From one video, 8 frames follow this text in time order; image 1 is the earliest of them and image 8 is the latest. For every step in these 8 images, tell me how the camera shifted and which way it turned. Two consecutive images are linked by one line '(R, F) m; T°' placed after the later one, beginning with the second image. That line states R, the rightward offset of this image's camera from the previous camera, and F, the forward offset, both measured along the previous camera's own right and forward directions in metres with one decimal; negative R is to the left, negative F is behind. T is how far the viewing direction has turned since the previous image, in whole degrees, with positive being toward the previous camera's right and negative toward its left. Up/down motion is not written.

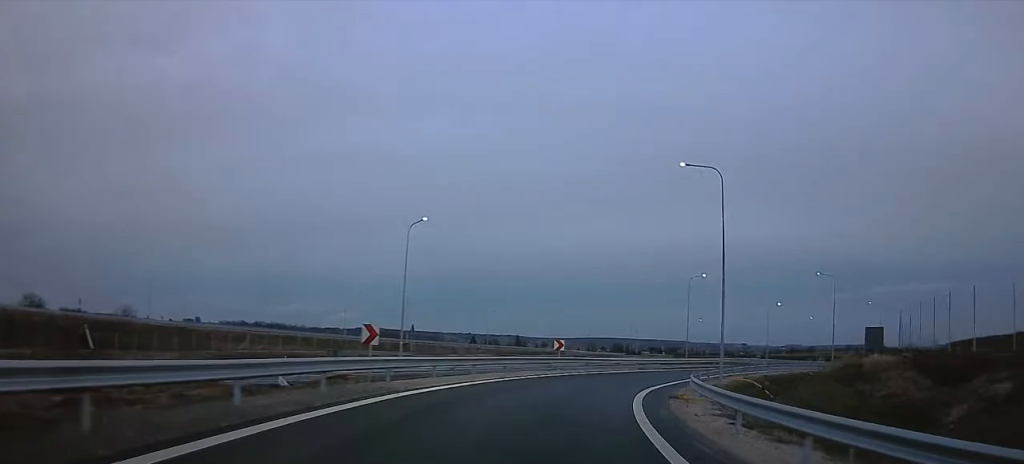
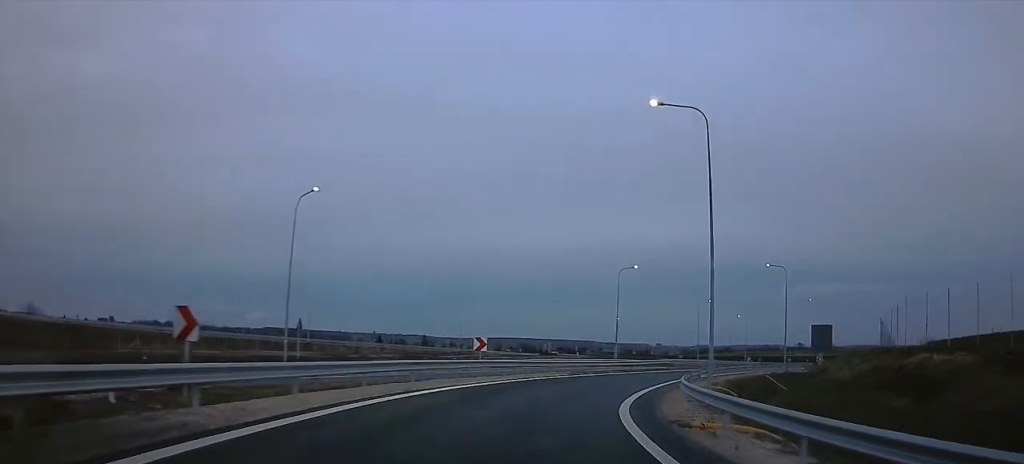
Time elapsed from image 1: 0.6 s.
(-0.4, +8.2) m; +9°
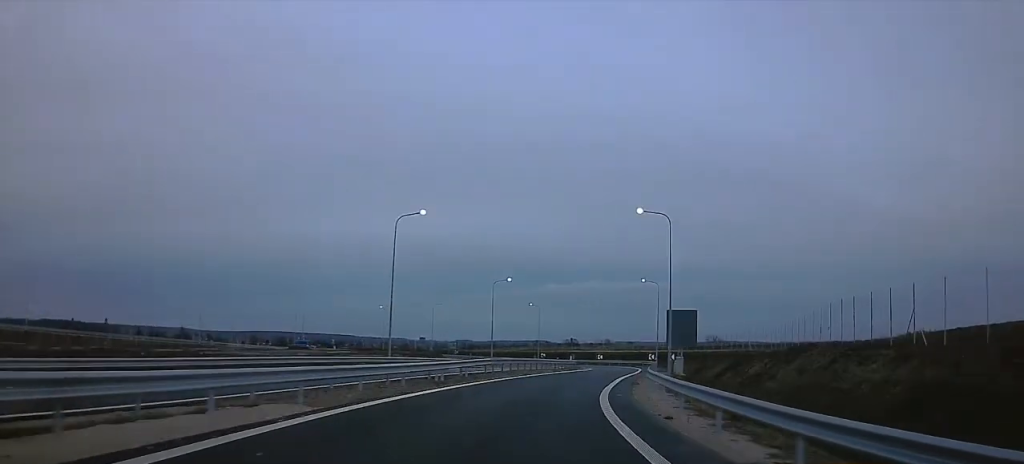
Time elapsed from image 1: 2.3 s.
(+7.9, +23.0) m; +28°
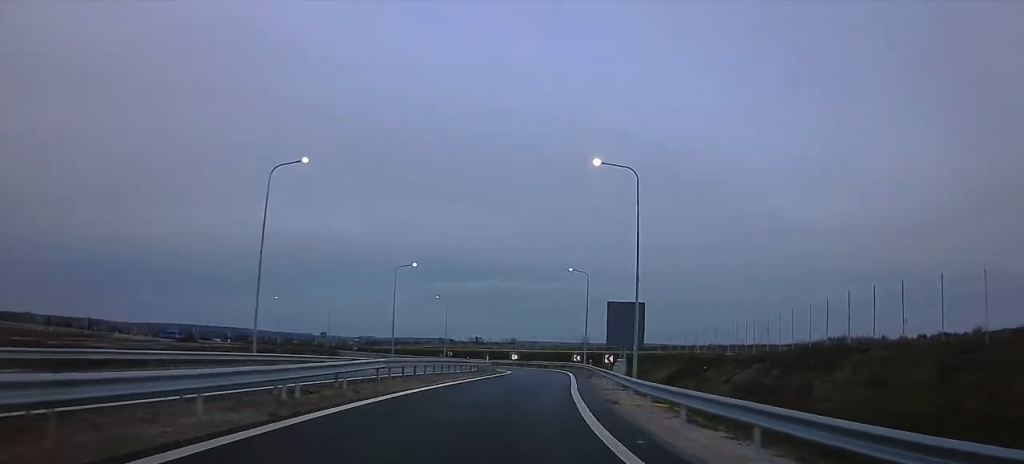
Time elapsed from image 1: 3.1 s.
(+0.6, +11.3) m; +3°
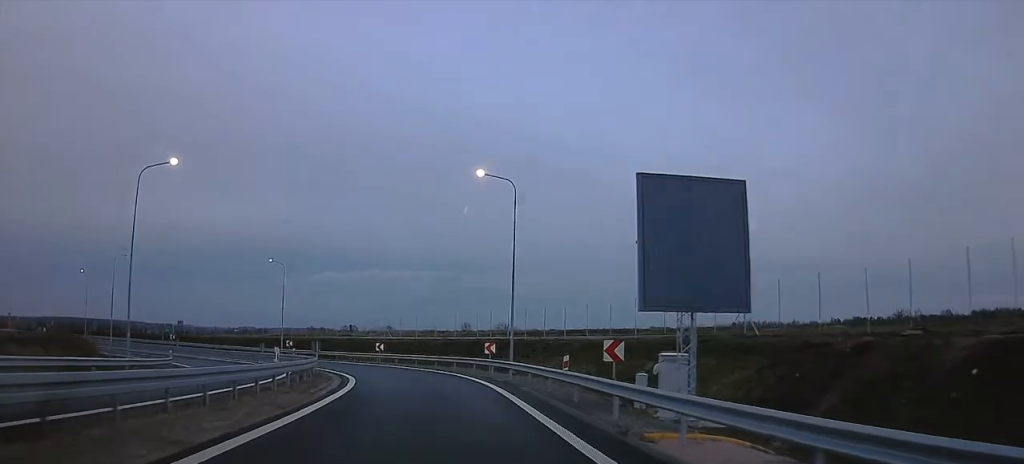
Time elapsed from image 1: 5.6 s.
(+2.4, +34.8) m; -1°
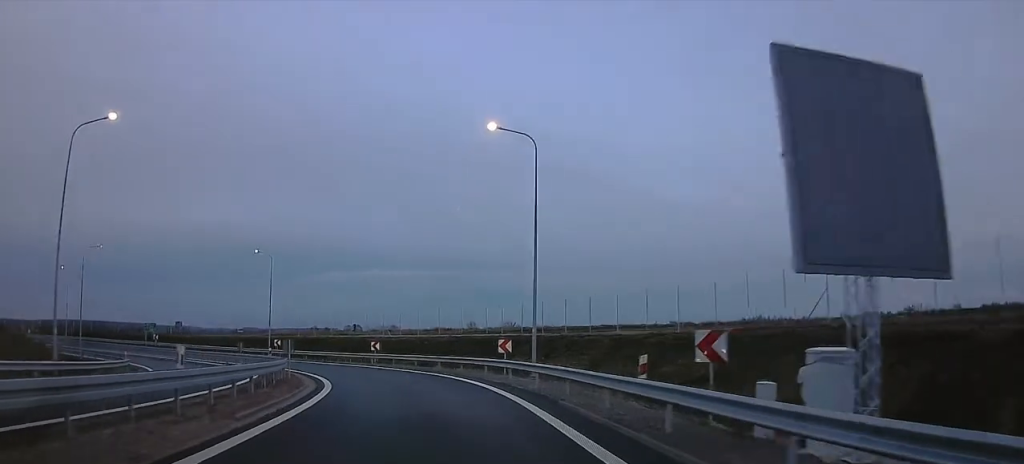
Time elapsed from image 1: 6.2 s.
(-0.9, +6.8) m; -8°
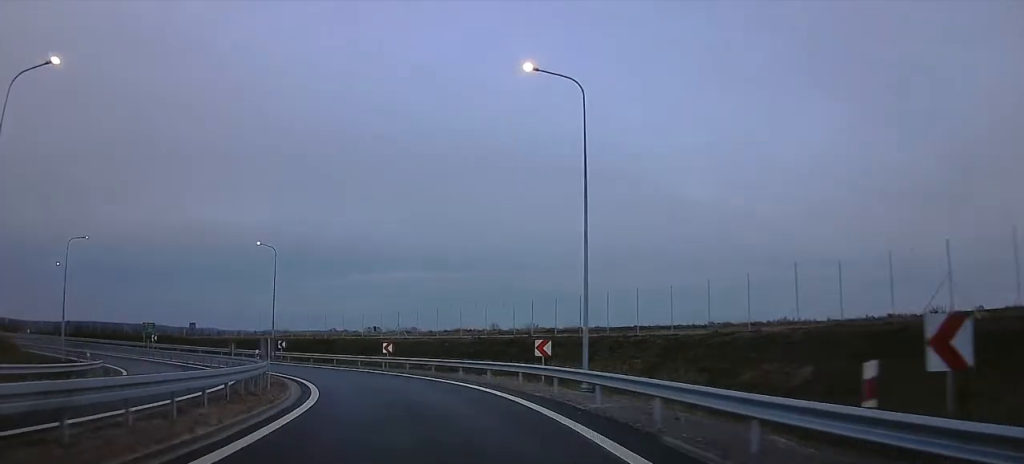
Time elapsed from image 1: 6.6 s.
(-0.9, +6.0) m; -8°
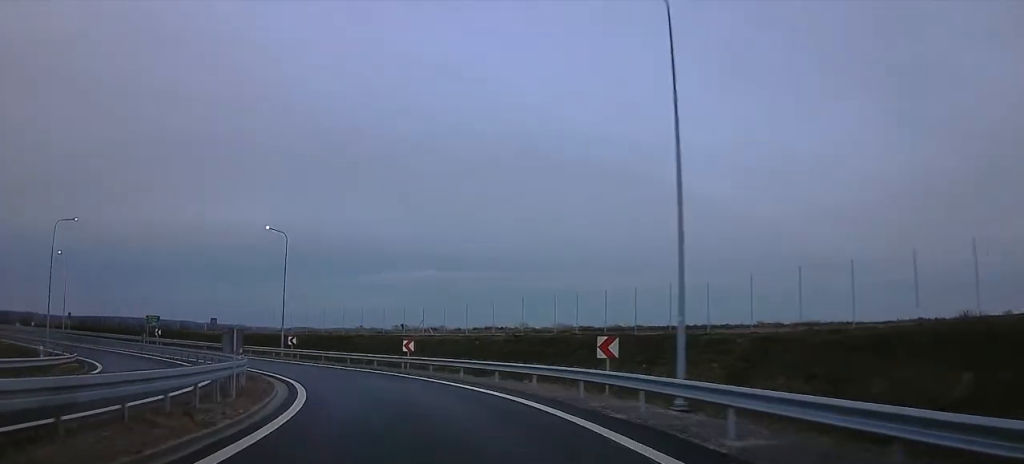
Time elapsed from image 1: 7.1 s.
(-0.3, +6.0) m; -3°
